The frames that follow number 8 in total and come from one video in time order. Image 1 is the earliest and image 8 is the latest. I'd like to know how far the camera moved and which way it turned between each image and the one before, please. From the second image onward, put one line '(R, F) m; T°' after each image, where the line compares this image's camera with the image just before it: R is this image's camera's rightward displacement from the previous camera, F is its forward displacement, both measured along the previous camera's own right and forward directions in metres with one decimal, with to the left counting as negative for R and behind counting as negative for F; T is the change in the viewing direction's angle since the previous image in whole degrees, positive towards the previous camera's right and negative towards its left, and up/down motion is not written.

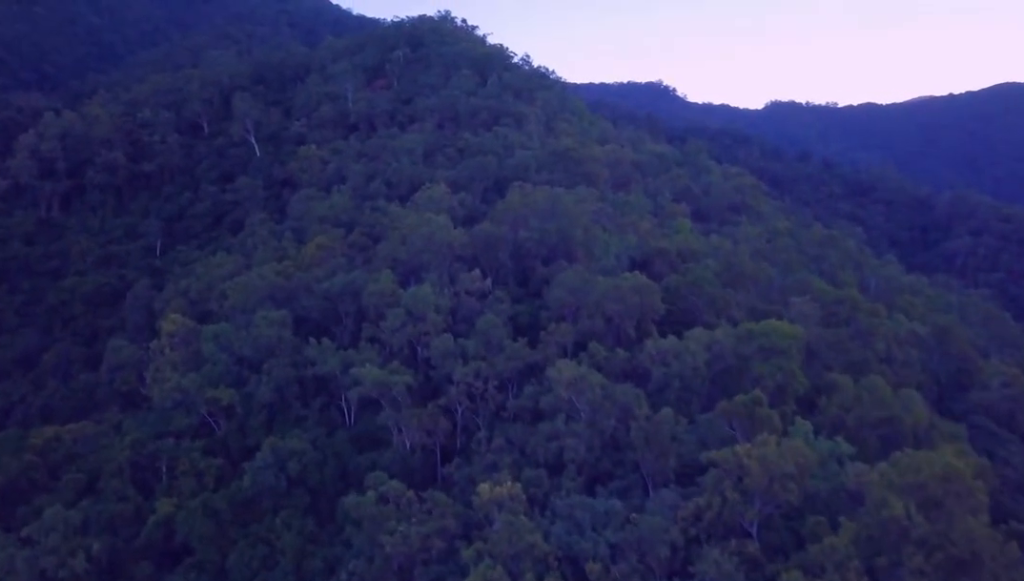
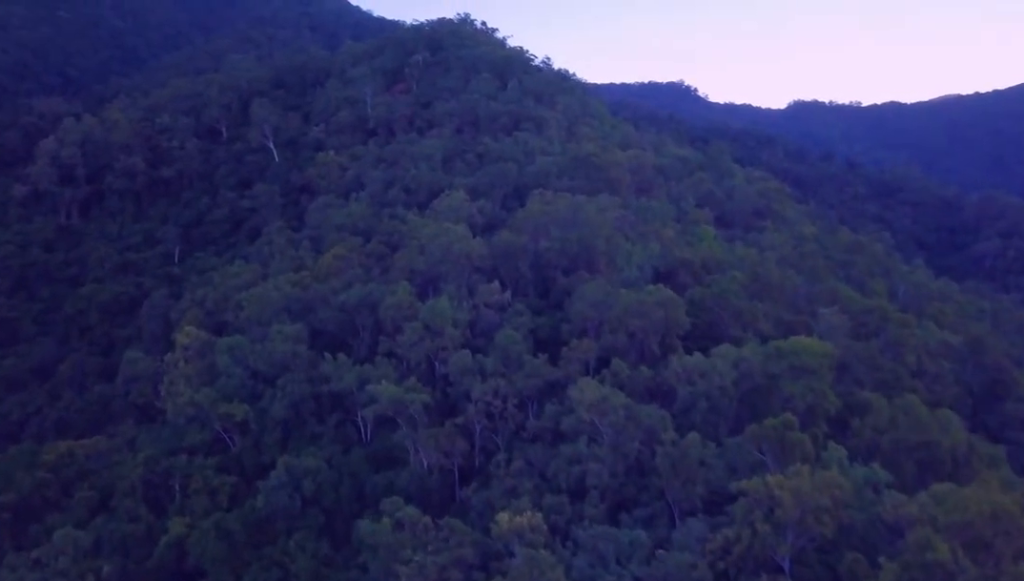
(0.0, +4.5) m; 0°
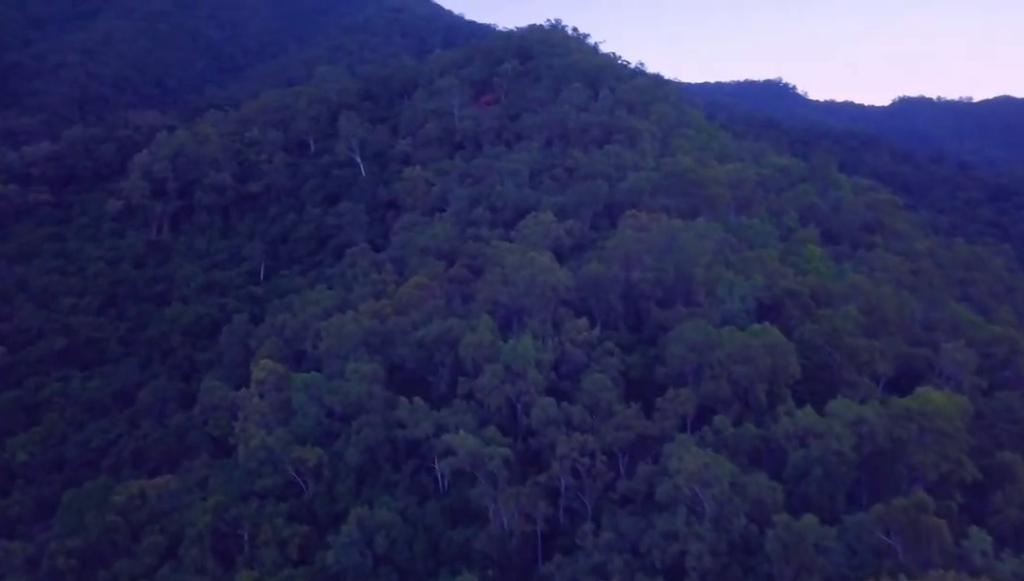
(0.0, +11.9) m; 0°
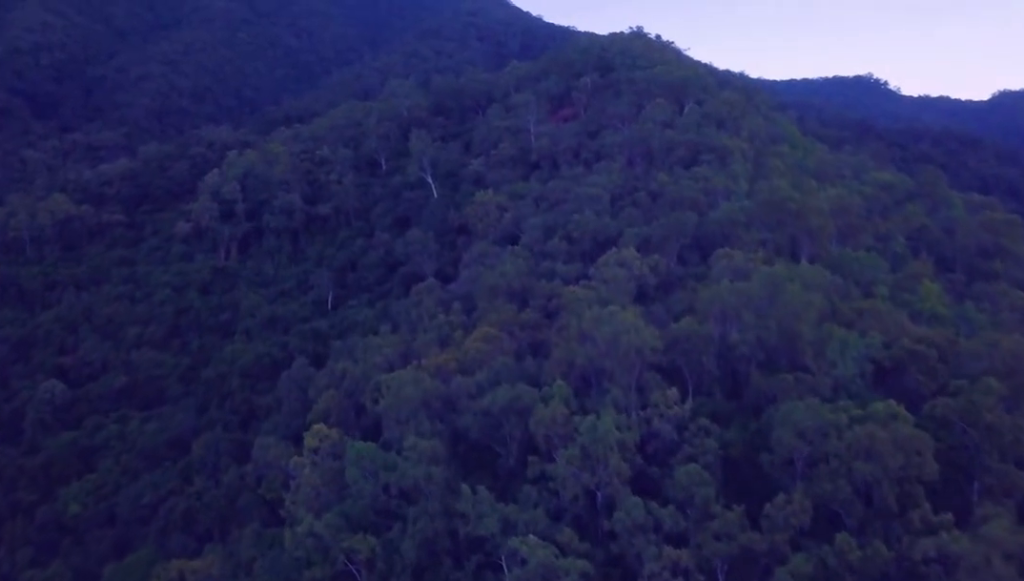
(0.0, +18.6) m; 0°
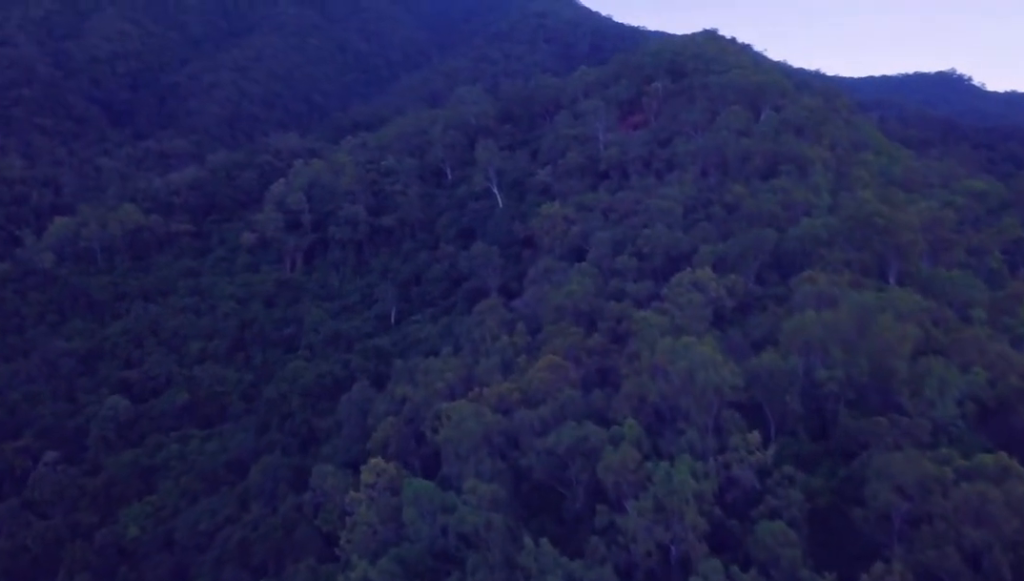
(0.0, +8.1) m; 0°
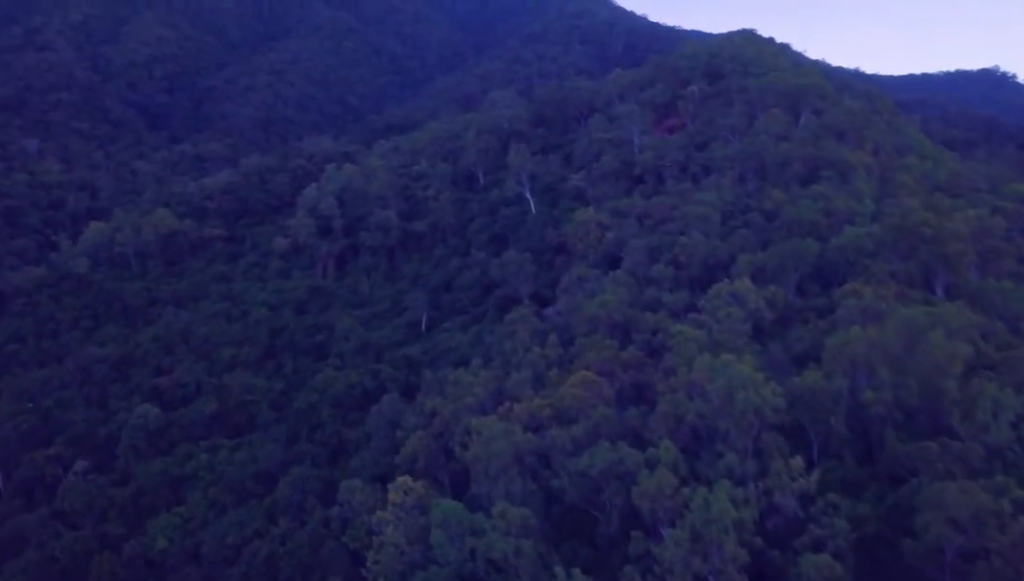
(0.0, +4.0) m; 0°
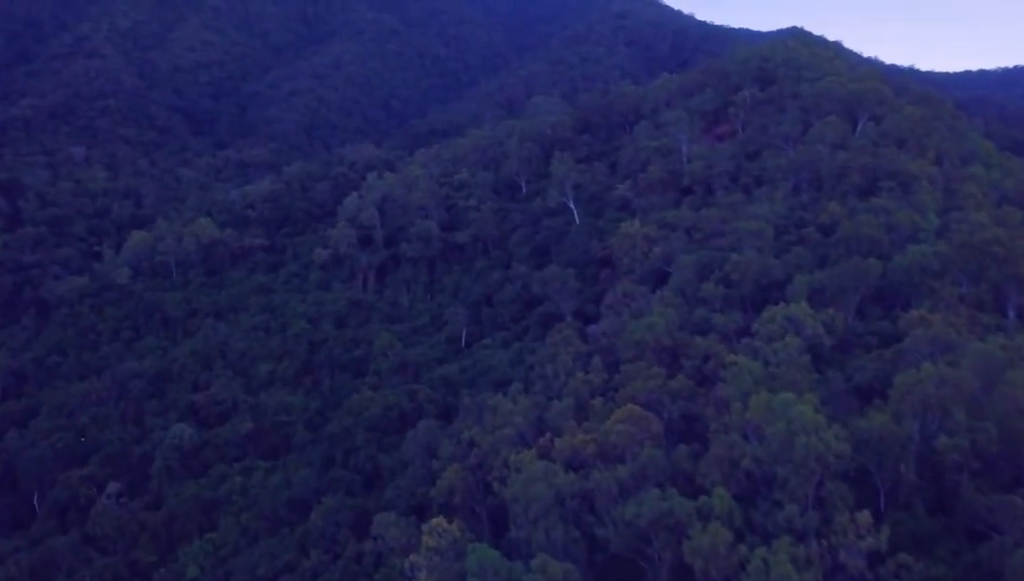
(0.0, +7.6) m; 0°
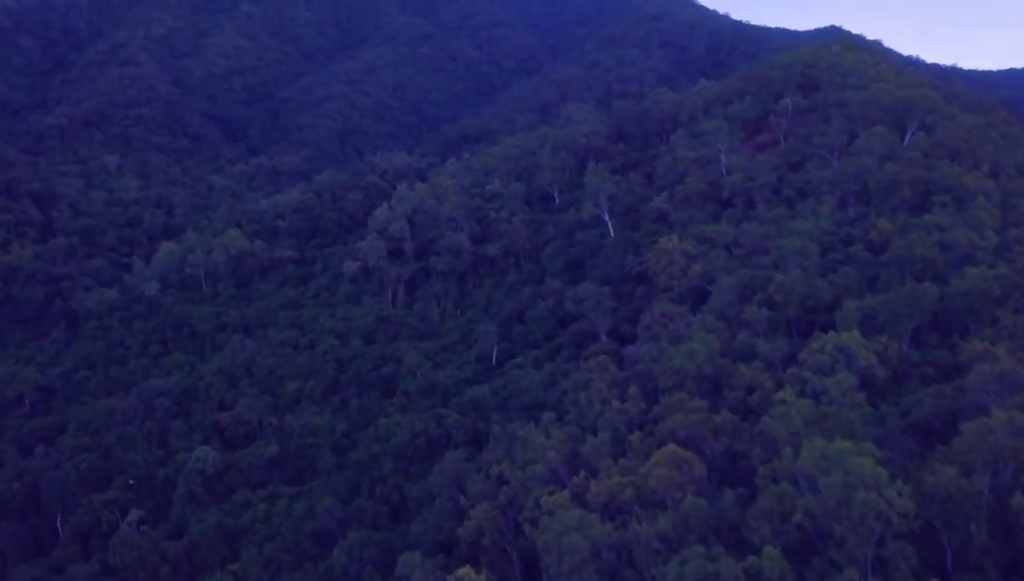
(0.0, +7.5) m; 0°
